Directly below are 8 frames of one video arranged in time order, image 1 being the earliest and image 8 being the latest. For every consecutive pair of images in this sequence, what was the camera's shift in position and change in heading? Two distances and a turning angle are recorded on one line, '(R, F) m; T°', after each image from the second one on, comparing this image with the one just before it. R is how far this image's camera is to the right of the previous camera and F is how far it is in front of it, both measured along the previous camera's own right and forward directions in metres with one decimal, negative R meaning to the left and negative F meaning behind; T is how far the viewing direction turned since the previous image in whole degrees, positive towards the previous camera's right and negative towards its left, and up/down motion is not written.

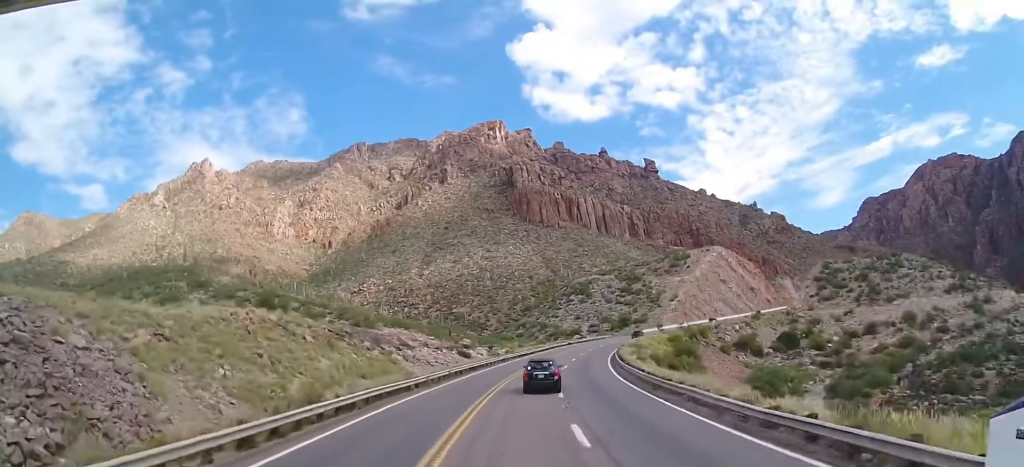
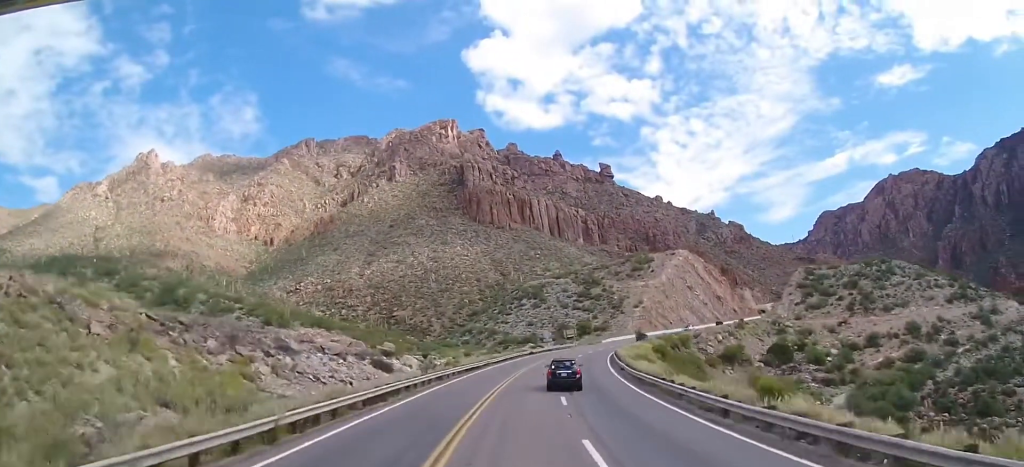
(+1.1, +27.6) m; +9°
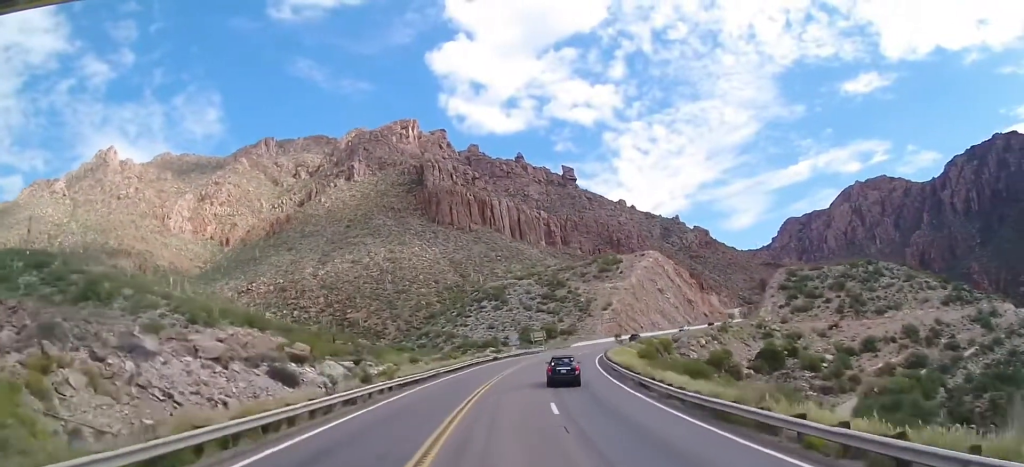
(+1.5, +16.1) m; +3°
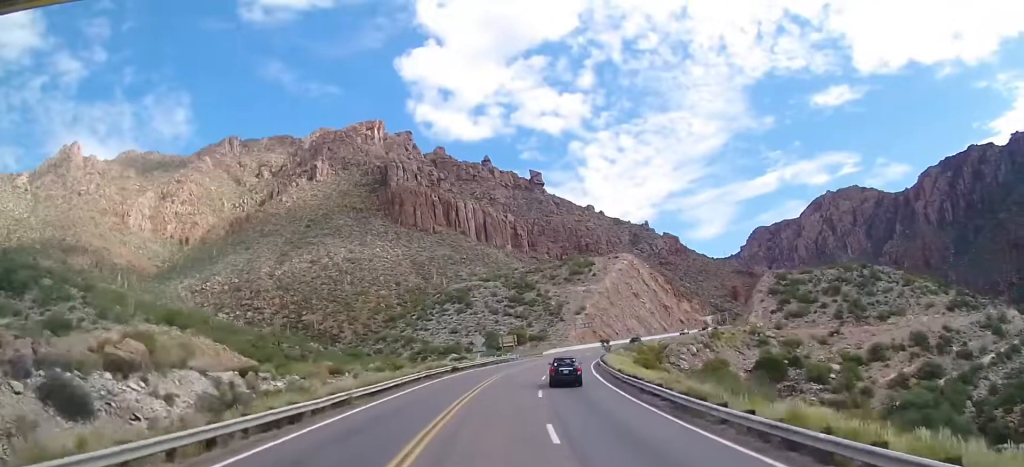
(-0.5, +17.5) m; +2°
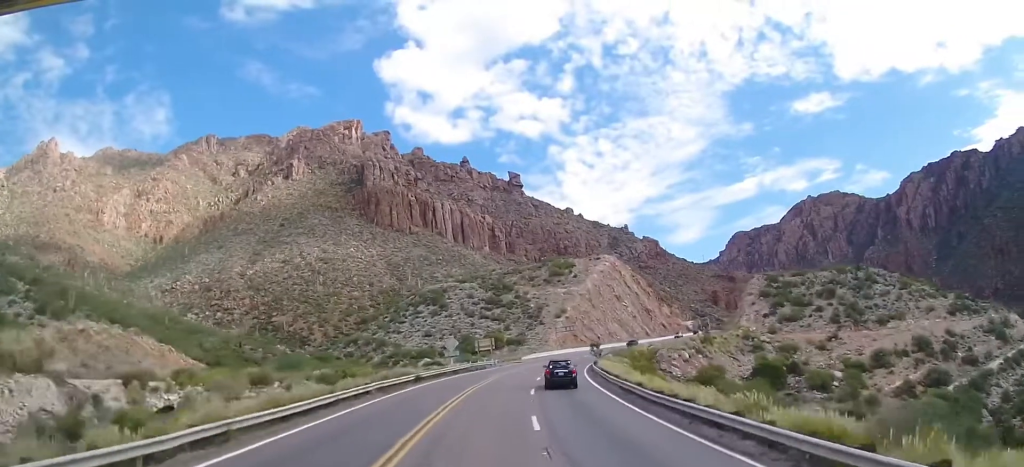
(+0.3, +9.8) m; +2°
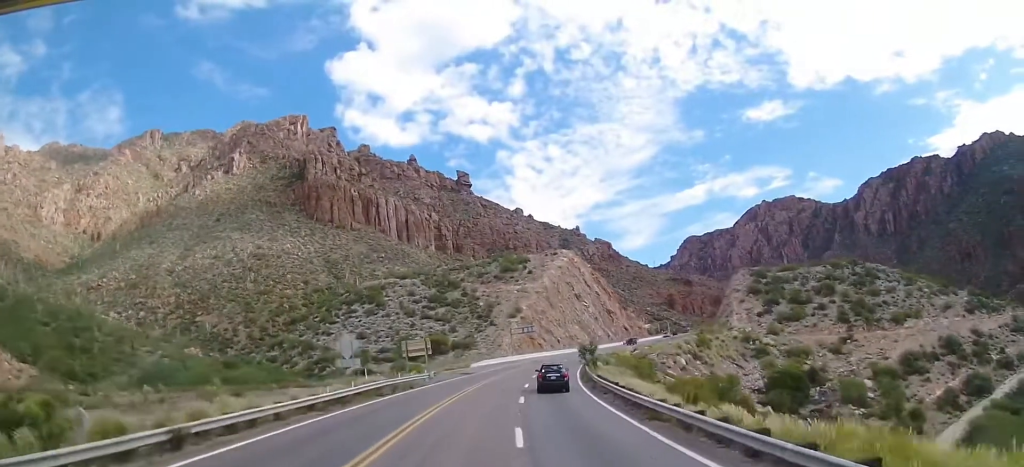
(+1.5, +26.6) m; +6°
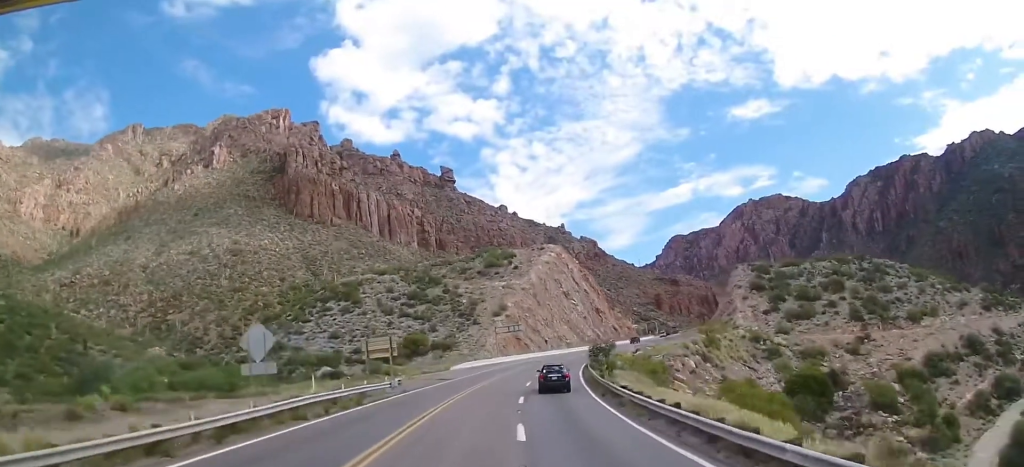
(+0.1, +11.4) m; +3°
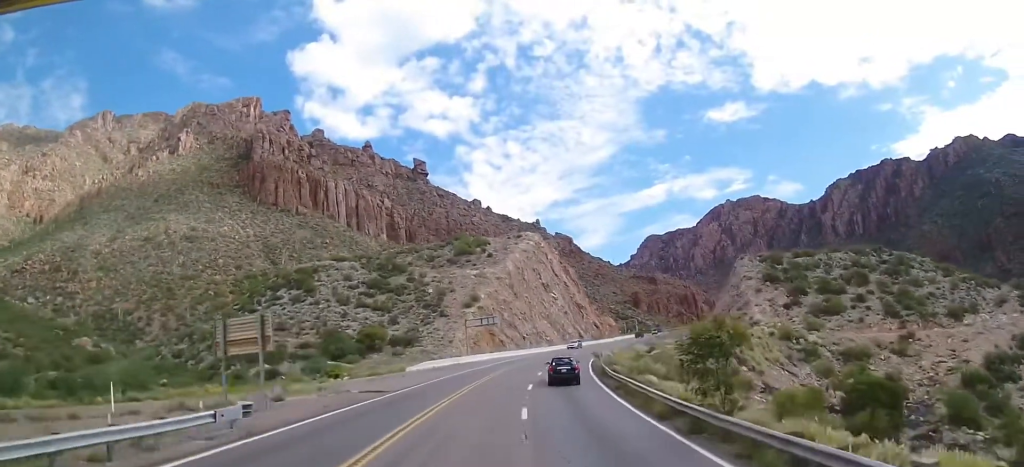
(+1.4, +20.8) m; +4°
